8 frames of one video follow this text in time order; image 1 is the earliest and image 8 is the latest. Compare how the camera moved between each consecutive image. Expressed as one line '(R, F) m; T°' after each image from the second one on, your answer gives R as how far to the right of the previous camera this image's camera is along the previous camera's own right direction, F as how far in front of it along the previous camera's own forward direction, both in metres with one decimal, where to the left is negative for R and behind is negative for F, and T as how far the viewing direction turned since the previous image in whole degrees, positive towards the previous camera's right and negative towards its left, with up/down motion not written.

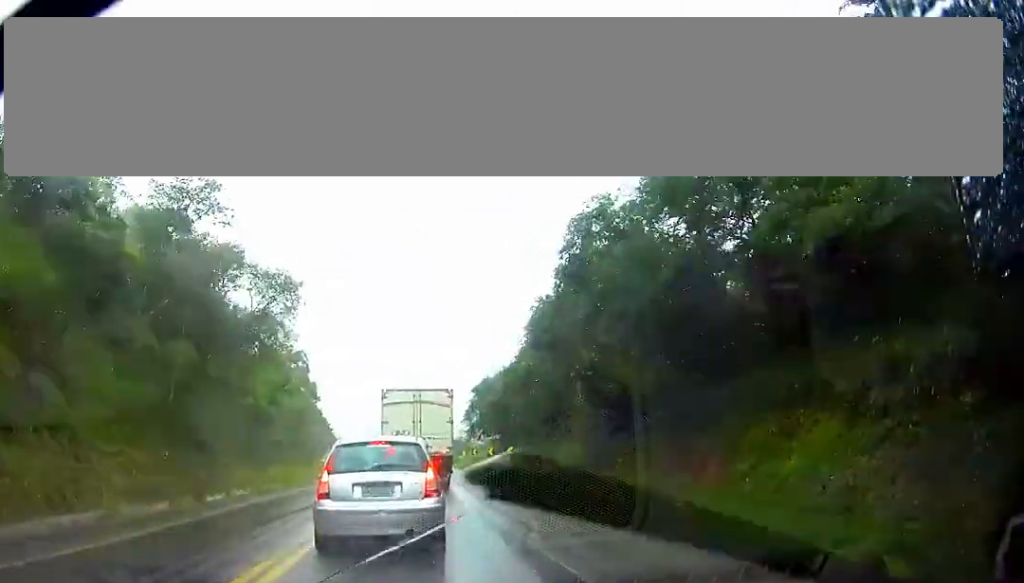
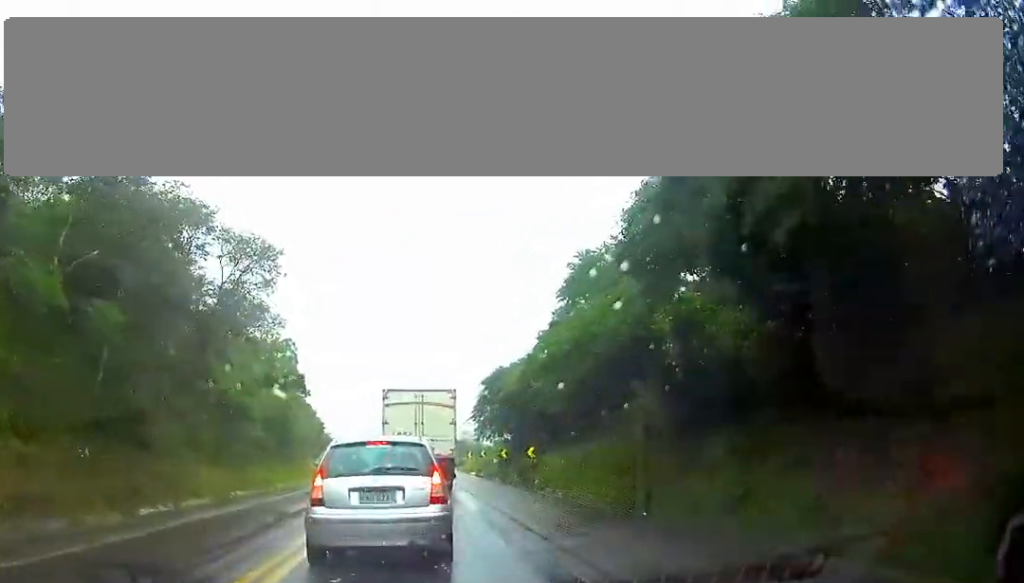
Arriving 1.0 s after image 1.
(-0.1, +8.5) m; 0°
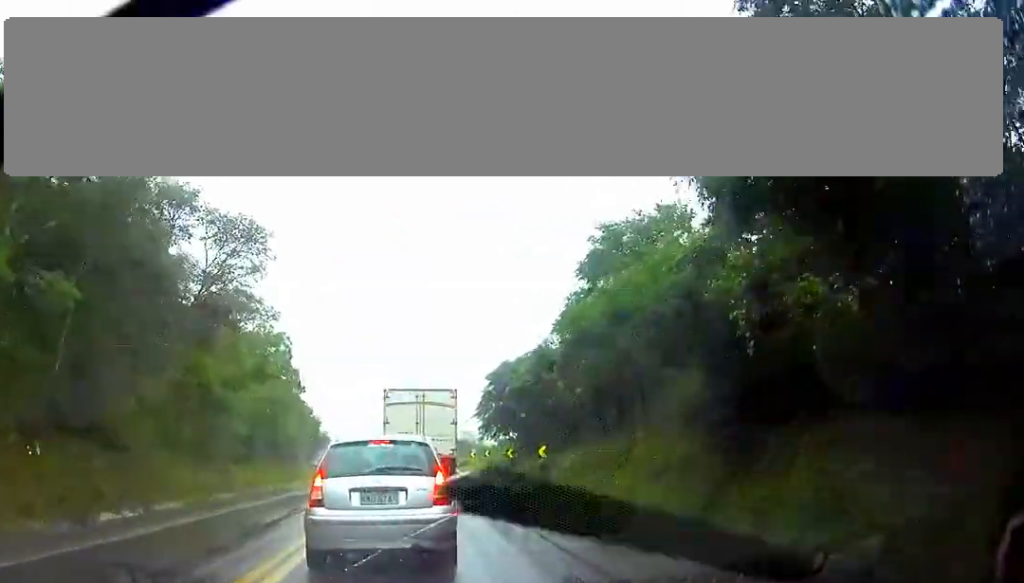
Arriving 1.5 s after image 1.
(+0.1, +3.6) m; +1°
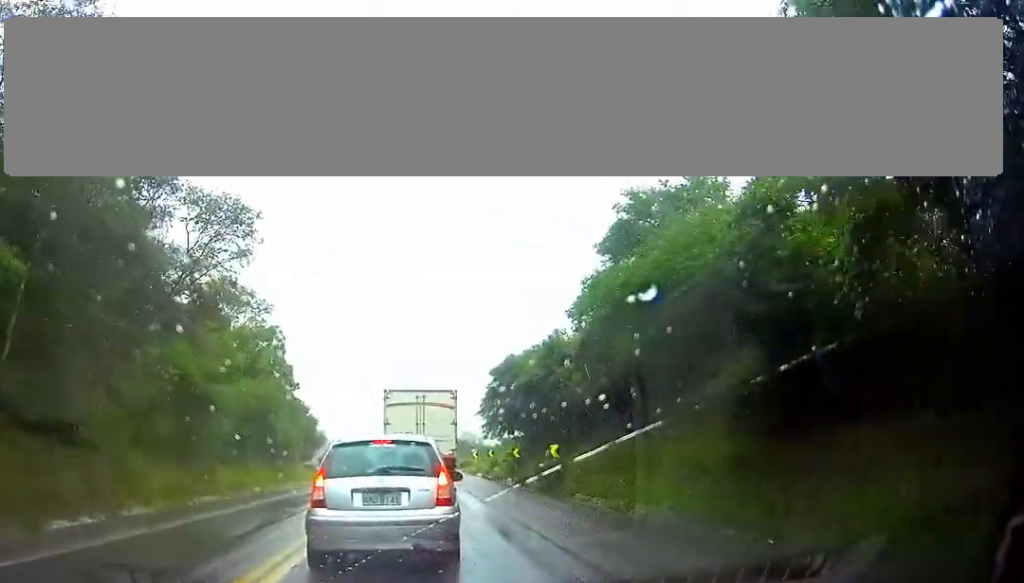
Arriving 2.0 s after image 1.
(+0.1, +3.5) m; +1°
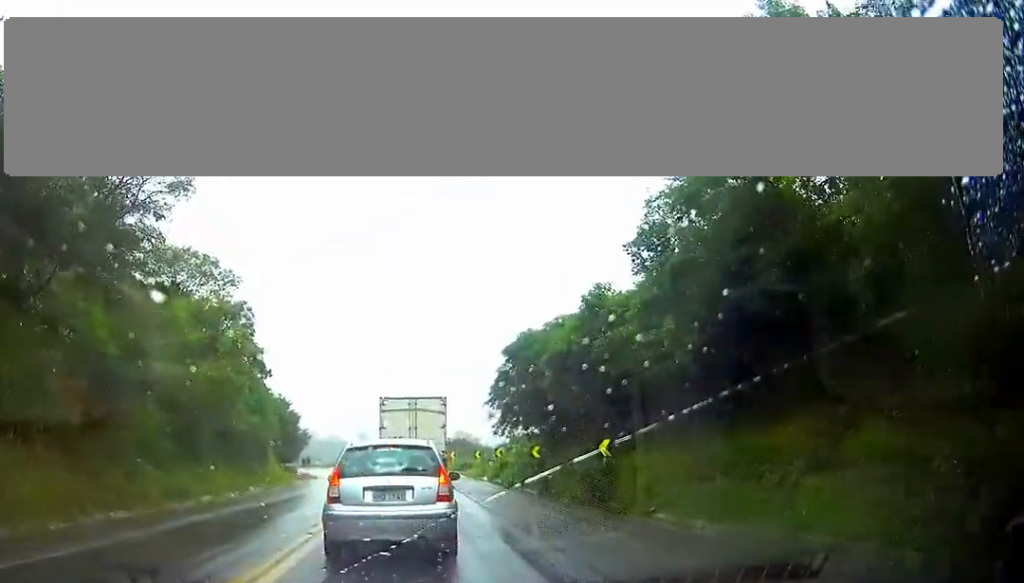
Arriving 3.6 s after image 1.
(+0.1, +10.1) m; +3°
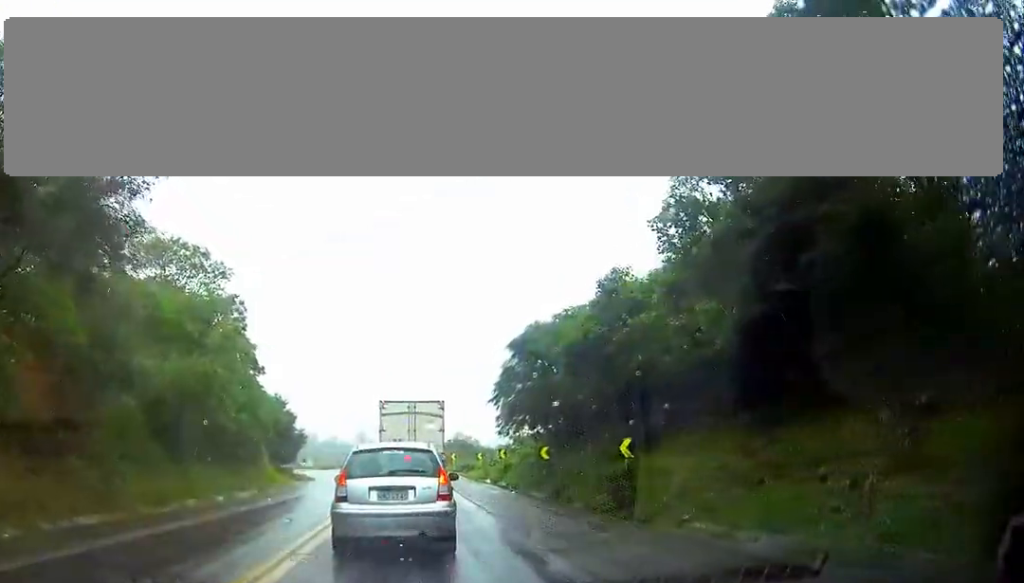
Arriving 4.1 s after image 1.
(0.0, +2.5) m; +2°
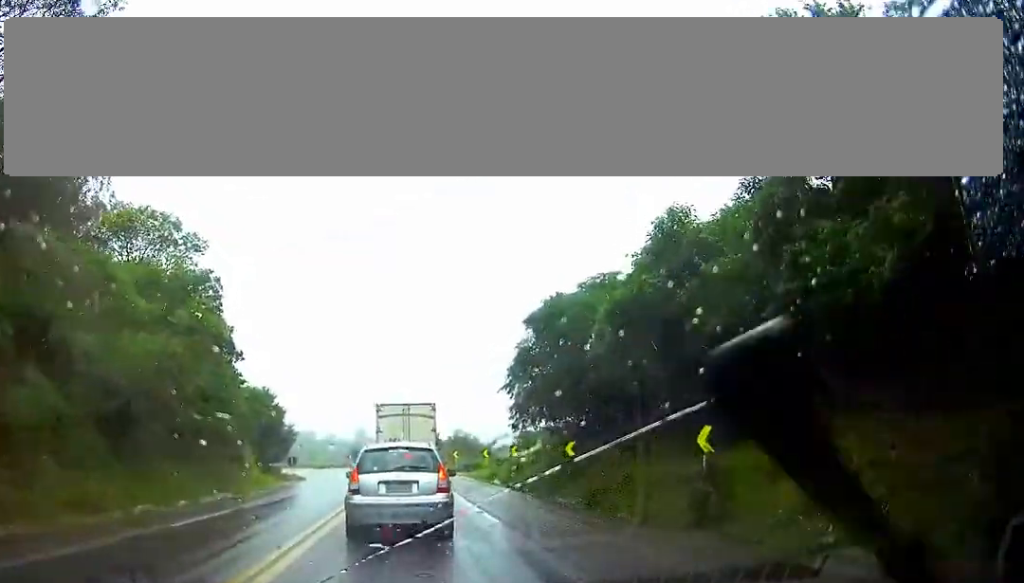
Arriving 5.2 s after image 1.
(+0.3, +5.7) m; 0°
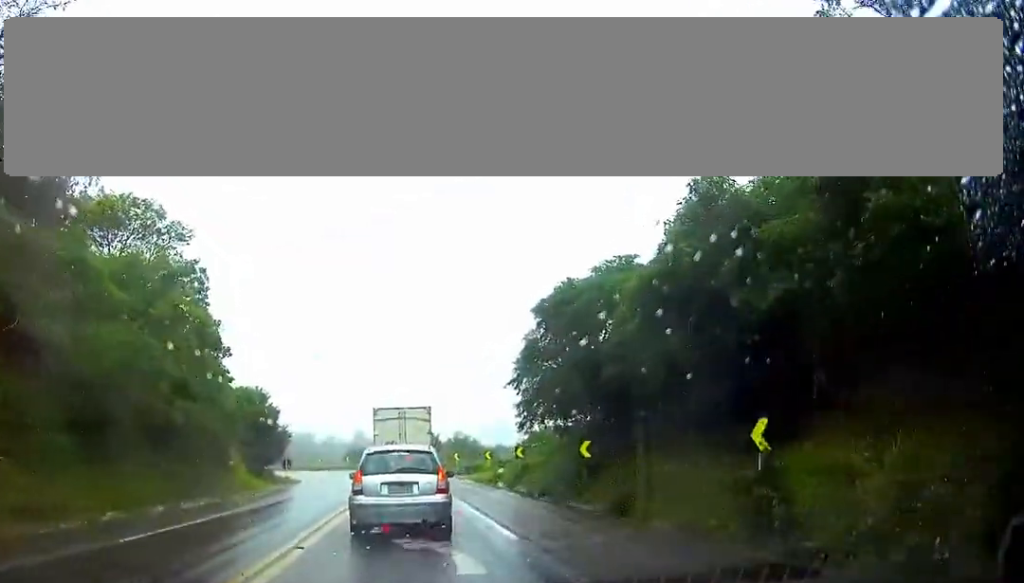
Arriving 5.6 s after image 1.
(-0.1, +2.7) m; -1°
